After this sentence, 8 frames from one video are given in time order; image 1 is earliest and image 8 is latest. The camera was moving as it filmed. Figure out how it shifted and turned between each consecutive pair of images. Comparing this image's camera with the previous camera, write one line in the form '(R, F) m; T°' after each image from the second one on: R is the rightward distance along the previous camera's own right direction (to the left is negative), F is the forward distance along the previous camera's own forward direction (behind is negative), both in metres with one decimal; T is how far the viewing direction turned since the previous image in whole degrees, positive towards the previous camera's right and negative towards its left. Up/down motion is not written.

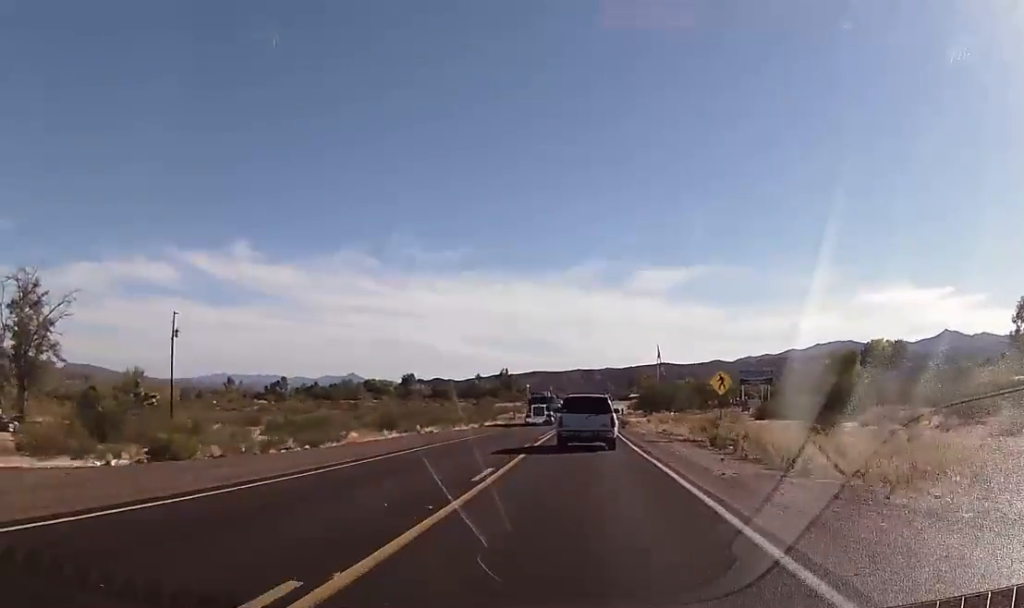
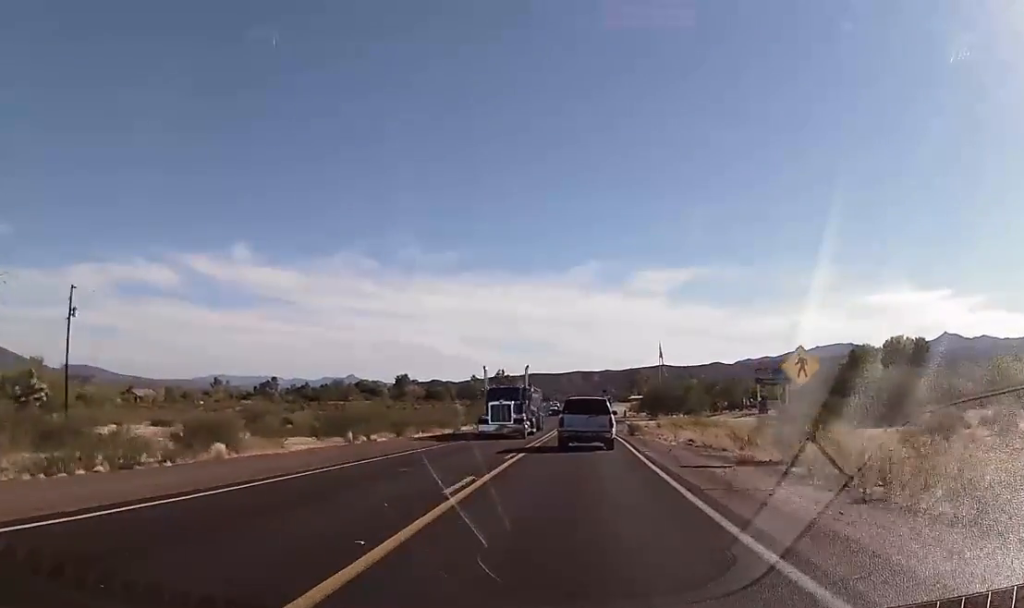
(0.0, +14.8) m; -1°
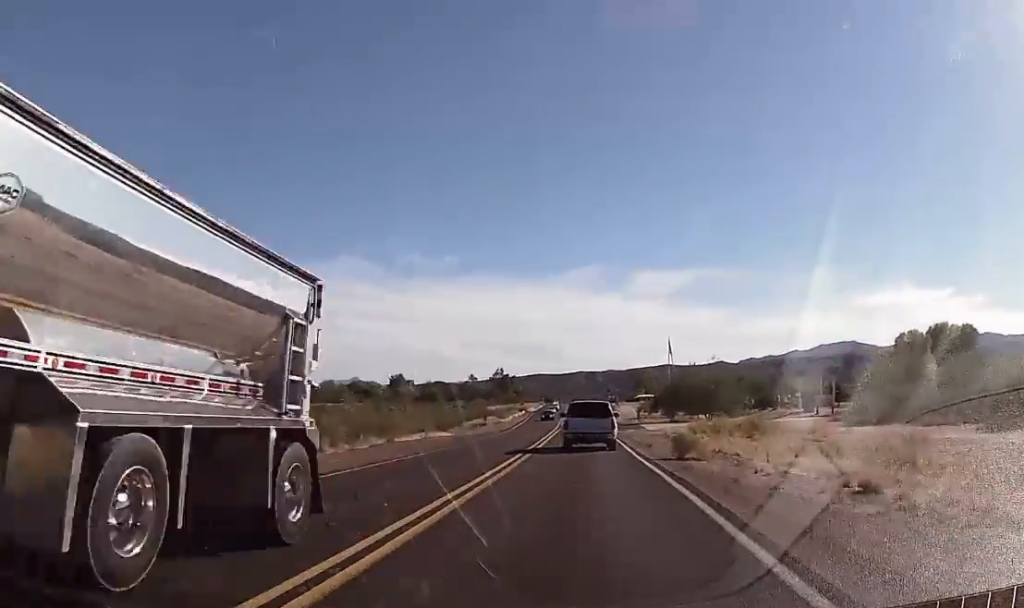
(-0.2, +23.4) m; 0°
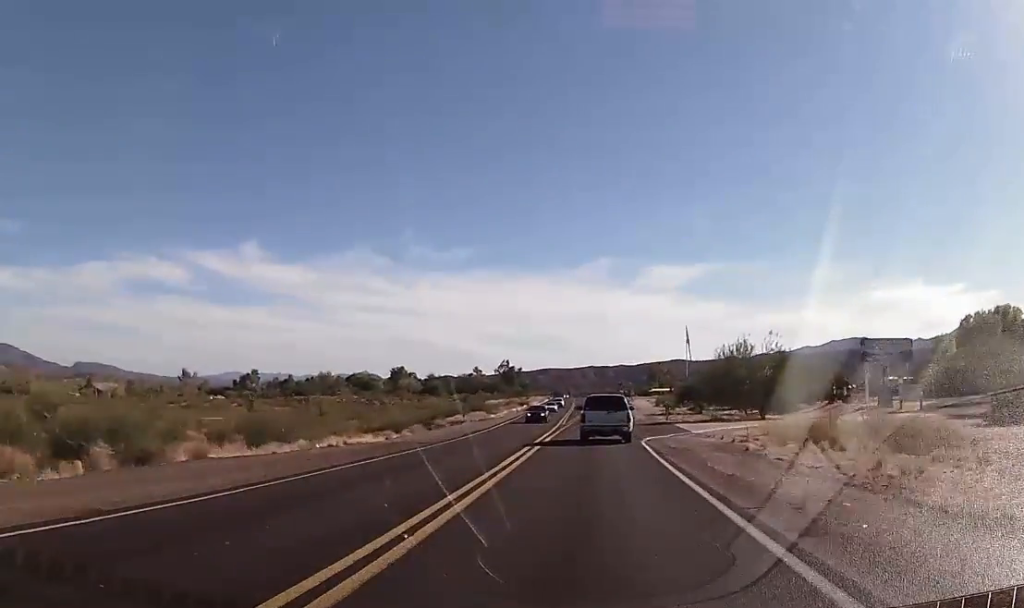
(+0.1, +21.7) m; 0°
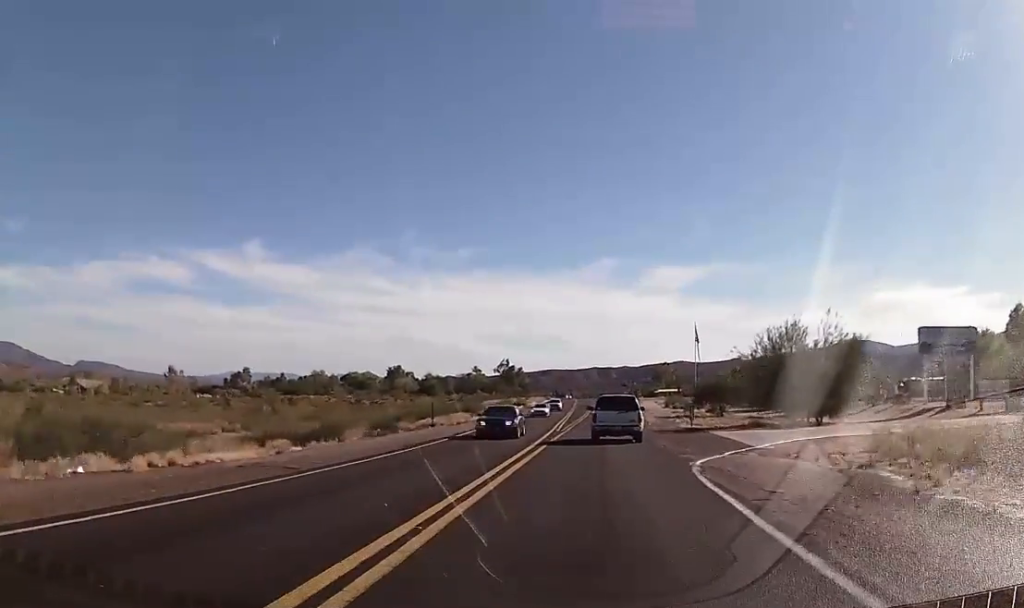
(-0.1, +14.1) m; 0°
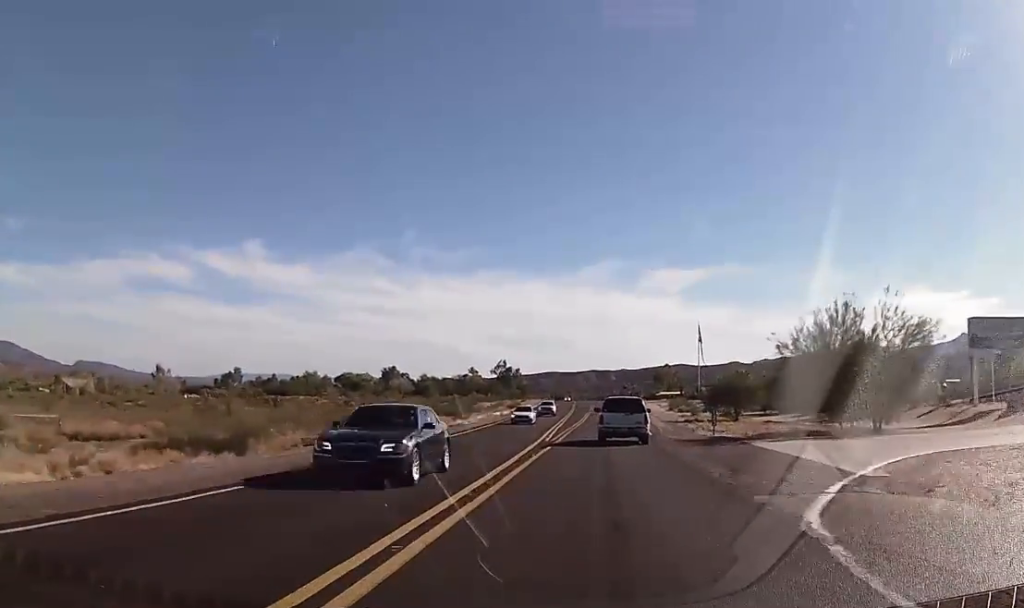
(+0.2, +9.7) m; 0°
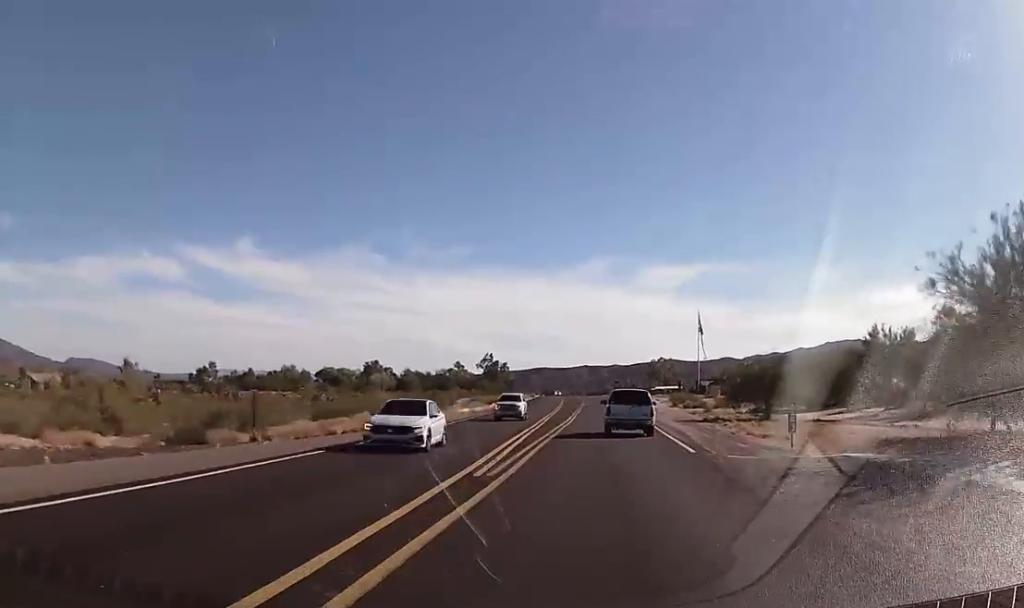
(-0.2, +18.6) m; -1°
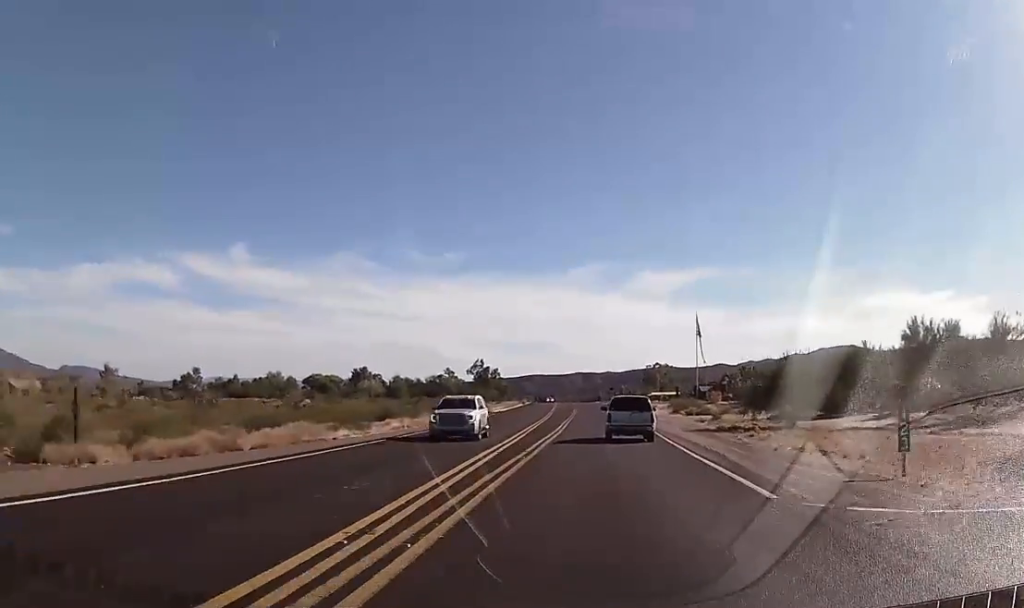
(-0.1, +10.1) m; 0°
